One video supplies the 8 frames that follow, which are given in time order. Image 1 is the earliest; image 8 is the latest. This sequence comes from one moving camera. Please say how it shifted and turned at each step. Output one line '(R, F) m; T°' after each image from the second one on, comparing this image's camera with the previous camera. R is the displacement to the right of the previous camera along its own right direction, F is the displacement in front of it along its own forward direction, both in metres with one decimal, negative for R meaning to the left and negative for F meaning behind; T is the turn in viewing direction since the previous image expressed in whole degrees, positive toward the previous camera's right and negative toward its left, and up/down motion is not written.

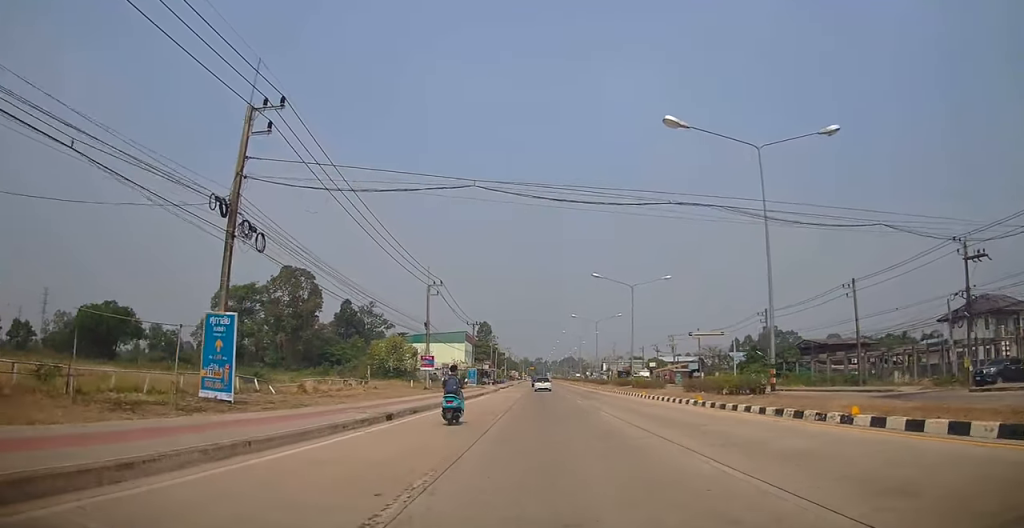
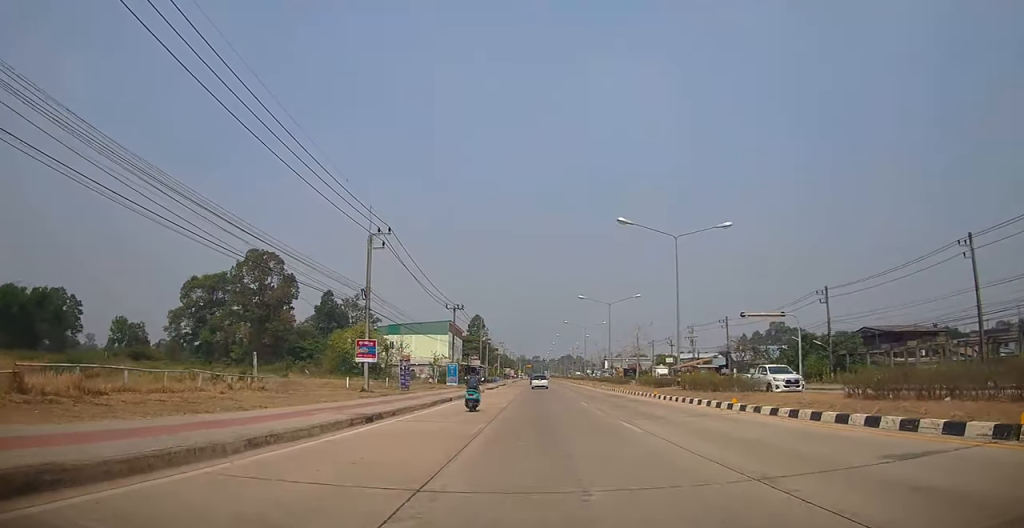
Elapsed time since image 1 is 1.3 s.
(-0.5, +16.7) m; 0°
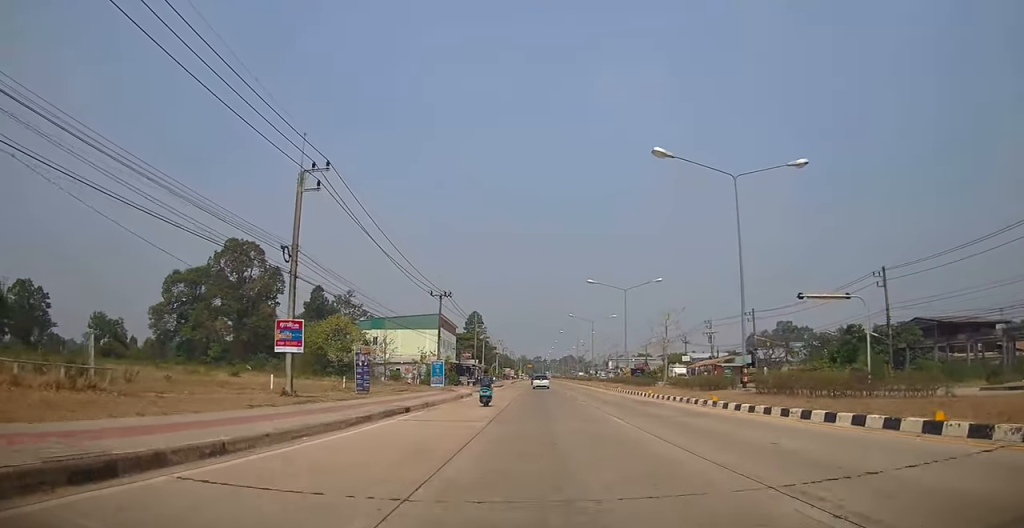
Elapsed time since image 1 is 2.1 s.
(+0.4, +10.1) m; +2°
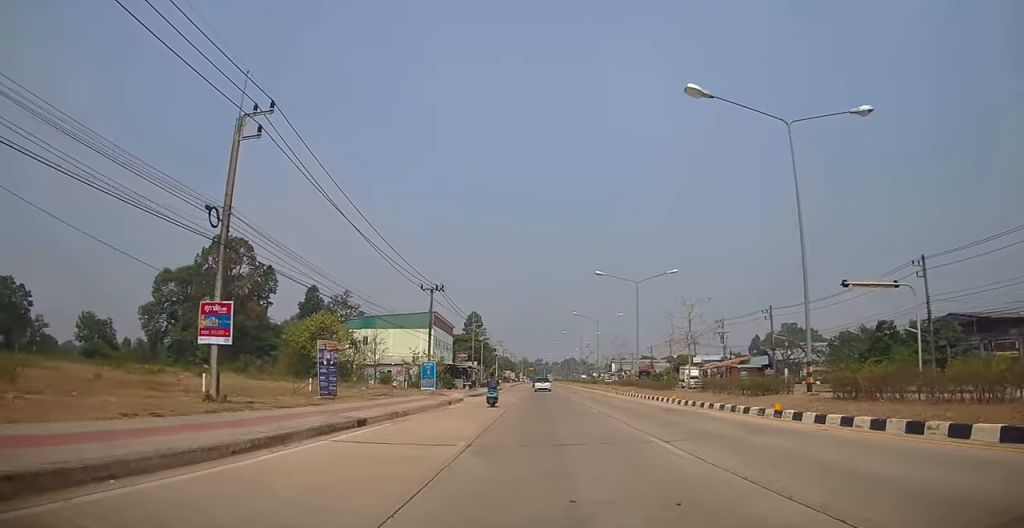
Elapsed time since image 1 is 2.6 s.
(0.0, +5.4) m; 0°
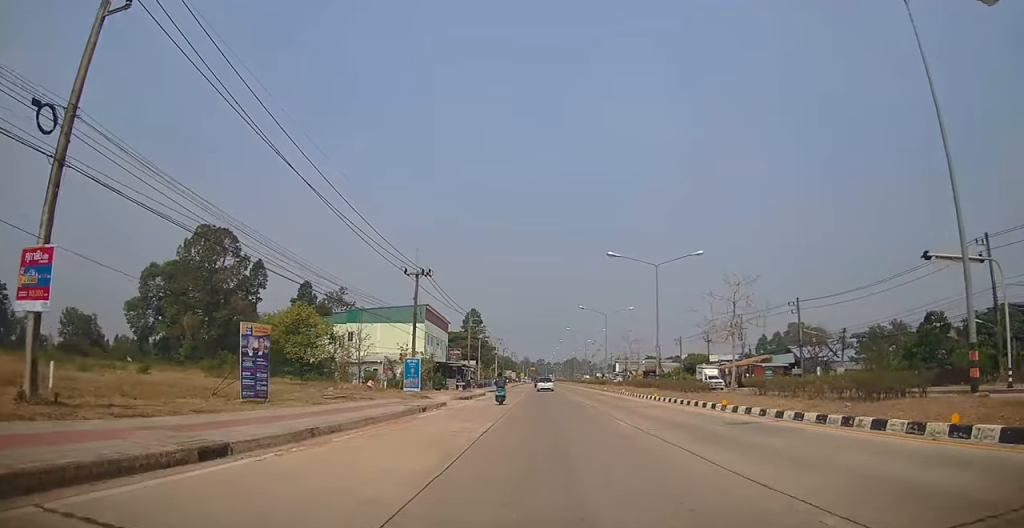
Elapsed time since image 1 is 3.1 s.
(0.0, +7.0) m; 0°
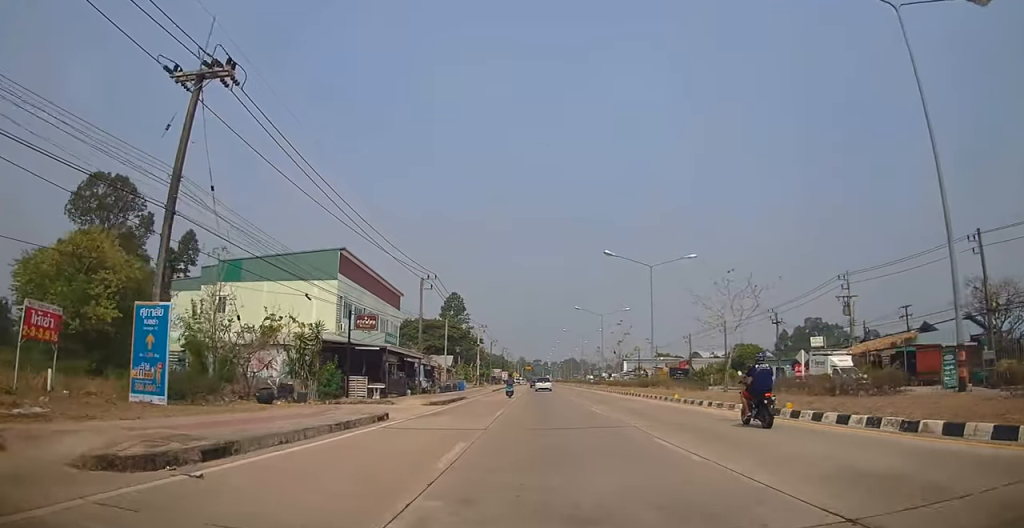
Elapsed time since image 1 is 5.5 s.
(-0.7, +29.5) m; -1°
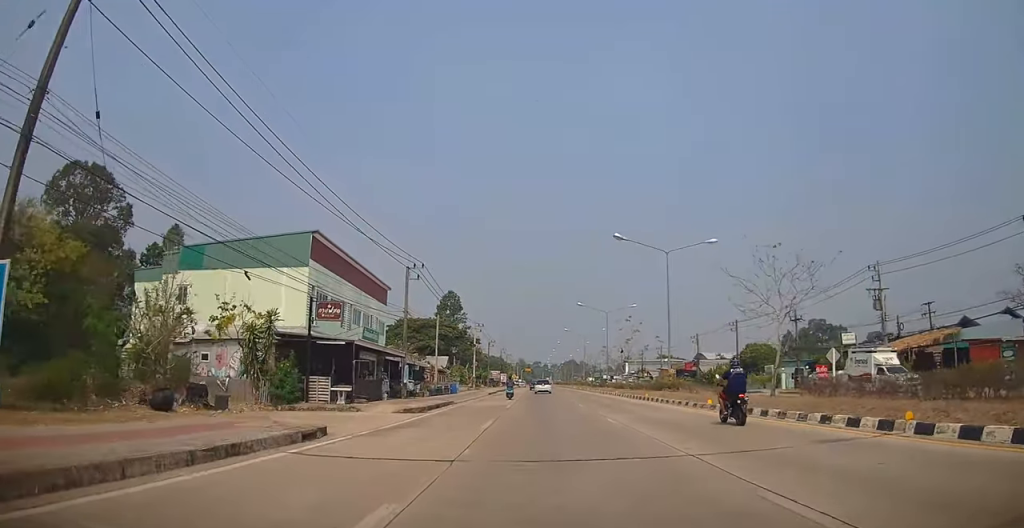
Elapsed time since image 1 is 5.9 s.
(+0.1, +5.2) m; +1°
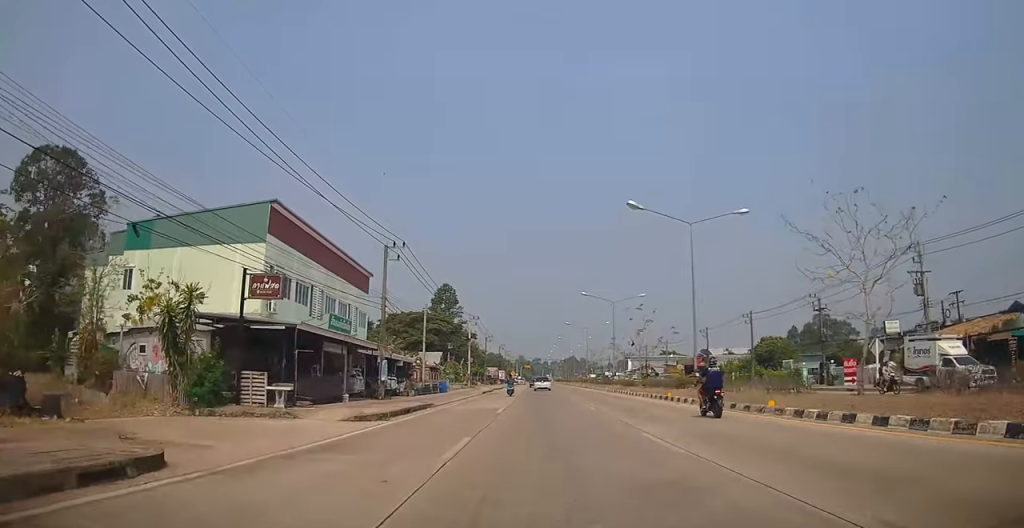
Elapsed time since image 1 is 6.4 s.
(+0.1, +5.8) m; 0°
